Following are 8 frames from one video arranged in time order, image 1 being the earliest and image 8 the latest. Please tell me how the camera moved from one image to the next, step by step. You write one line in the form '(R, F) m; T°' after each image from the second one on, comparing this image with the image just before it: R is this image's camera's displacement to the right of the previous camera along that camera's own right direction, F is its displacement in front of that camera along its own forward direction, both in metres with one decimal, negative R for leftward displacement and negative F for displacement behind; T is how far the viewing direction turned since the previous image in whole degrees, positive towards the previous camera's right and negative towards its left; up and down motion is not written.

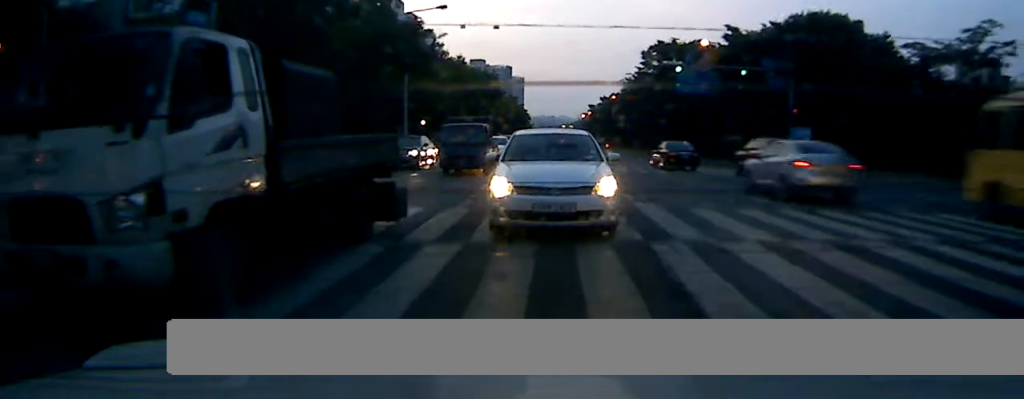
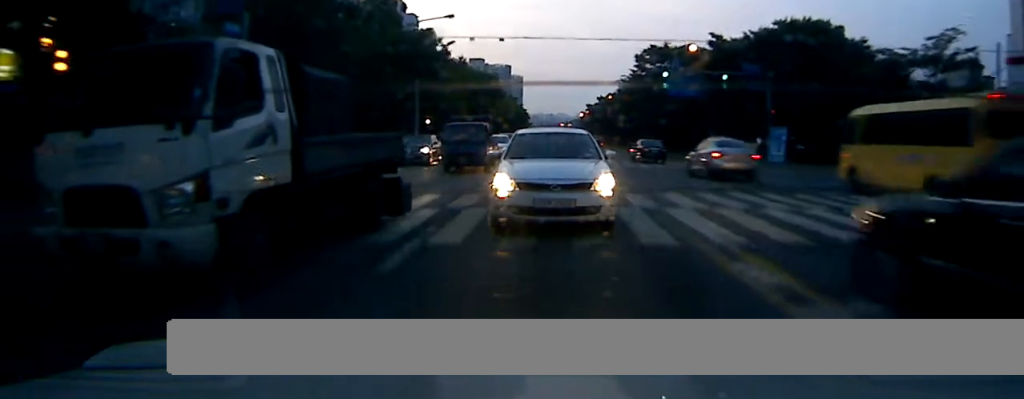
(0.0, +1.5) m; 0°
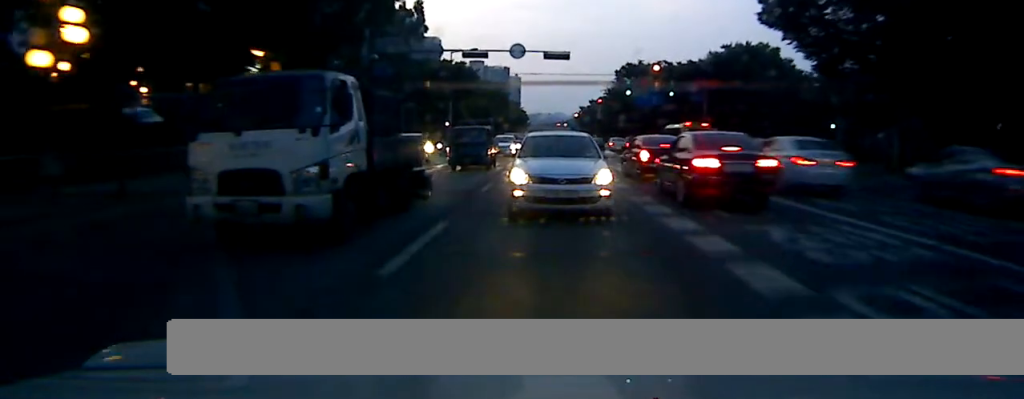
(+0.1, +6.2) m; +2°
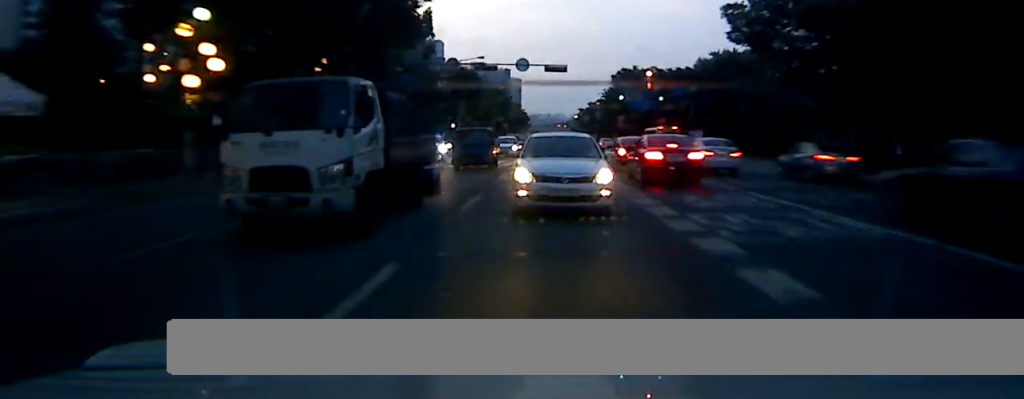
(0.0, +2.2) m; 0°
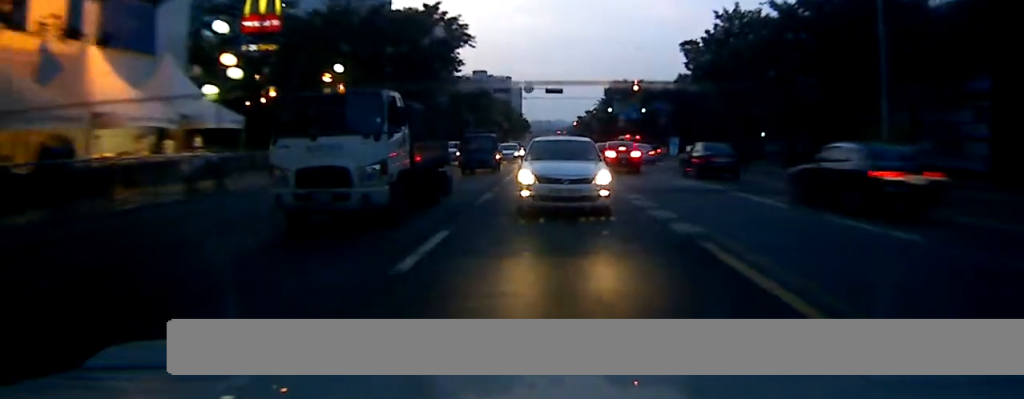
(0.0, +4.3) m; -1°
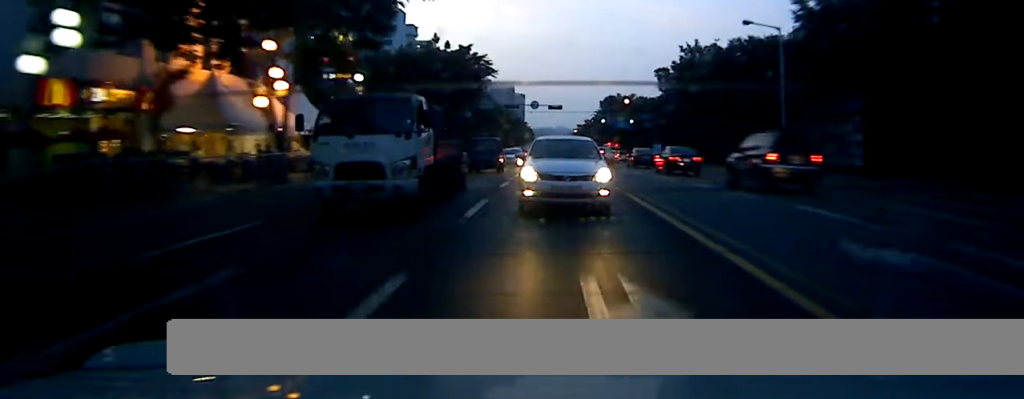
(-0.1, +4.9) m; -1°
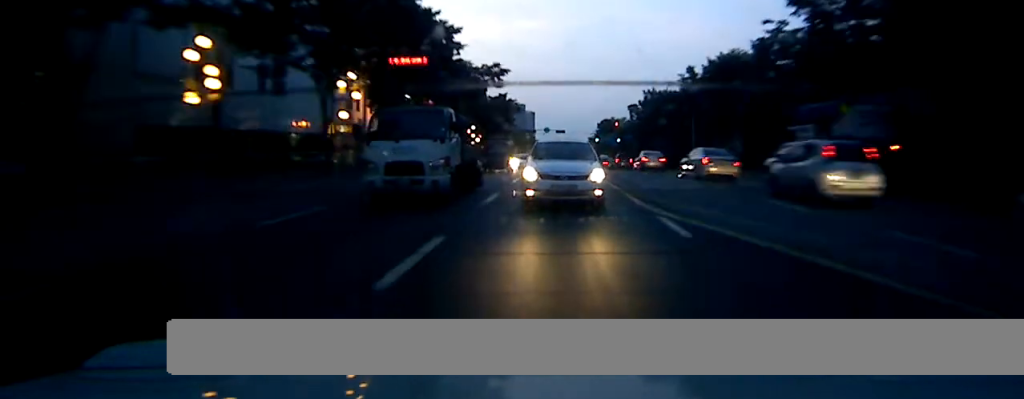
(0.0, +10.7) m; 0°
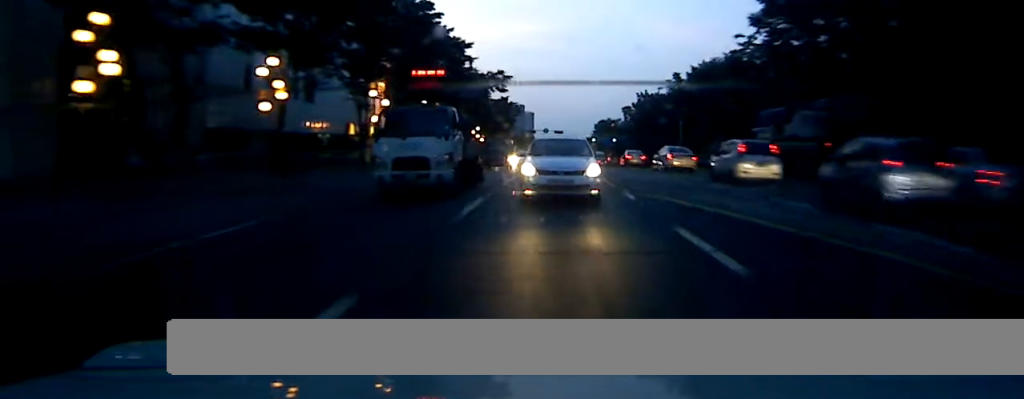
(0.0, +2.2) m; 0°
